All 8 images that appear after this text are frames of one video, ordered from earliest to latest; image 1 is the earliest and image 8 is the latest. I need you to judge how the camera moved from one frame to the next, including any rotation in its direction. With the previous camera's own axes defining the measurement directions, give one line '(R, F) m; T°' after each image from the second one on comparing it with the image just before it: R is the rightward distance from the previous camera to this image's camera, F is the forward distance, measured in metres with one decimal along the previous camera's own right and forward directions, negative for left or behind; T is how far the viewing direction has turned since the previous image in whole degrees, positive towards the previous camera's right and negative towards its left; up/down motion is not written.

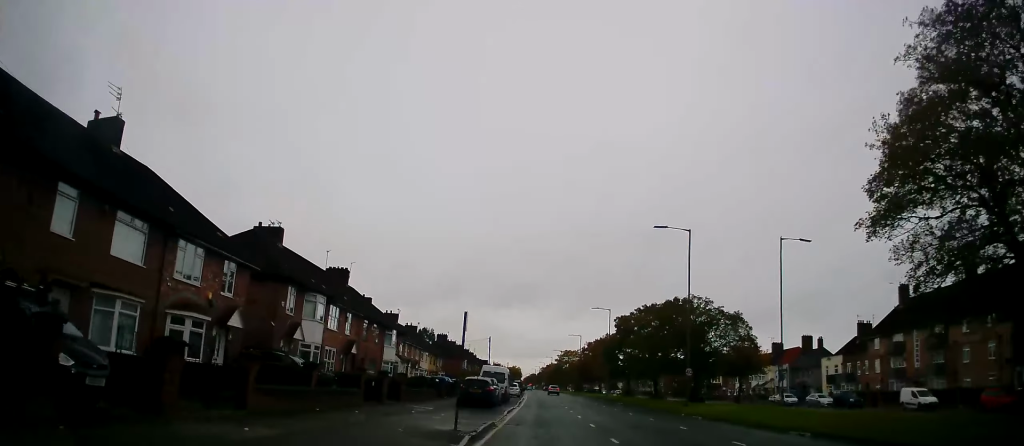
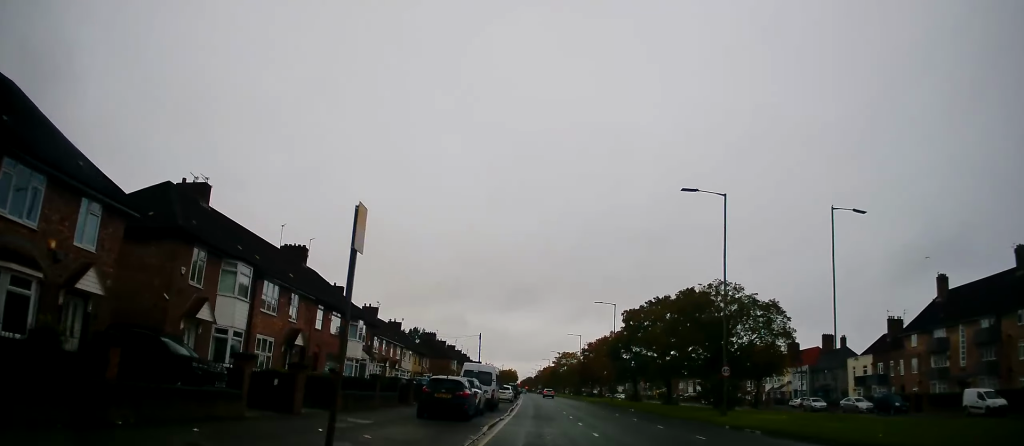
(-0.1, +8.7) m; -1°
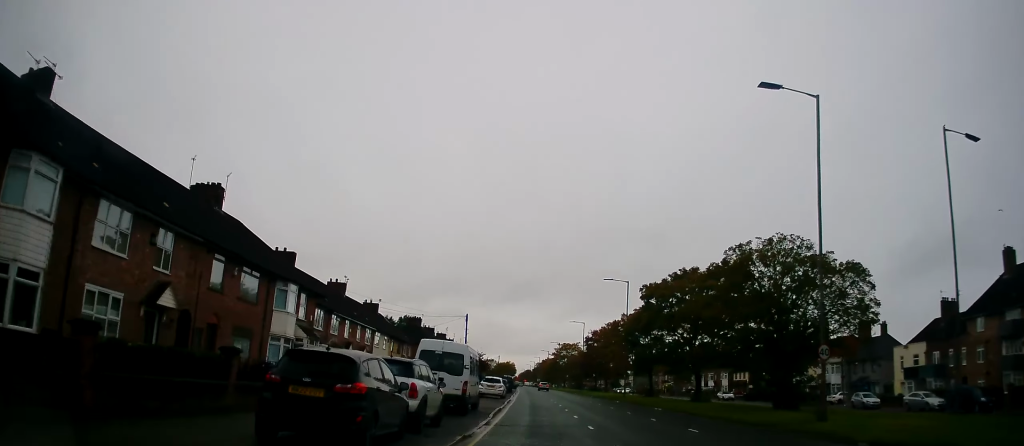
(-0.1, +11.7) m; -1°
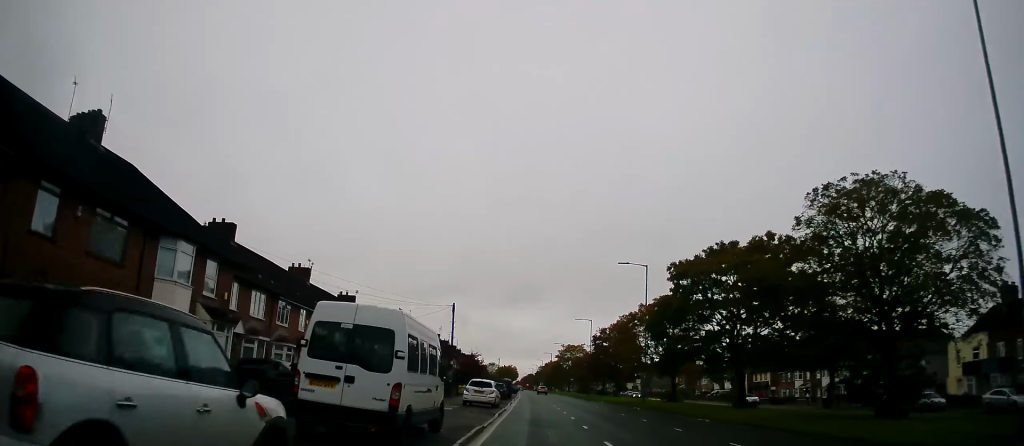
(-0.2, +10.0) m; 0°
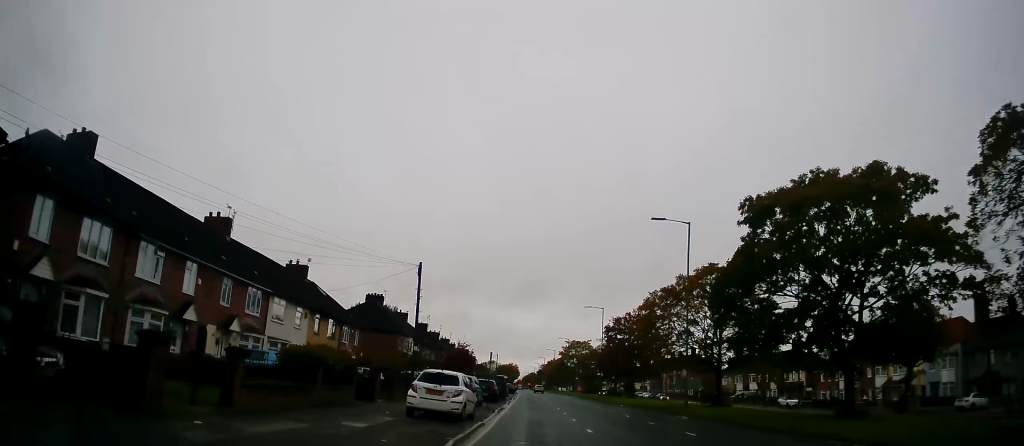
(+0.2, +13.9) m; 0°
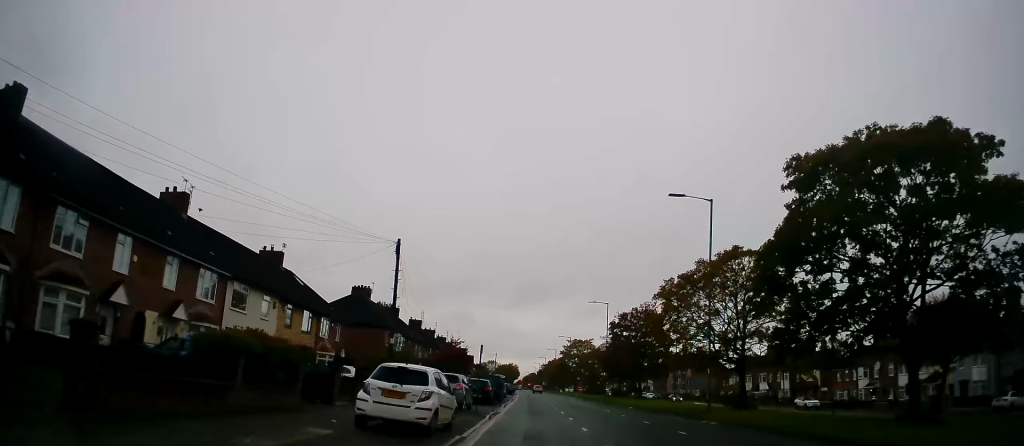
(-0.2, +5.1) m; 0°
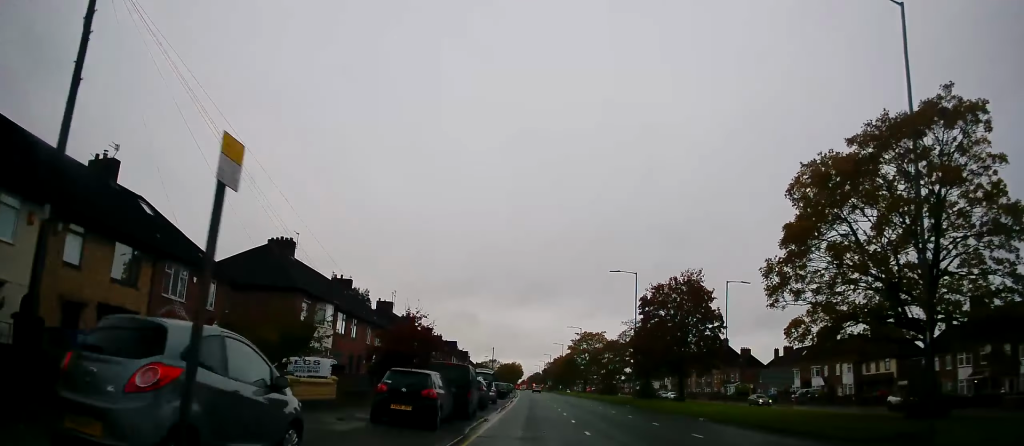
(+0.2, +19.8) m; -1°
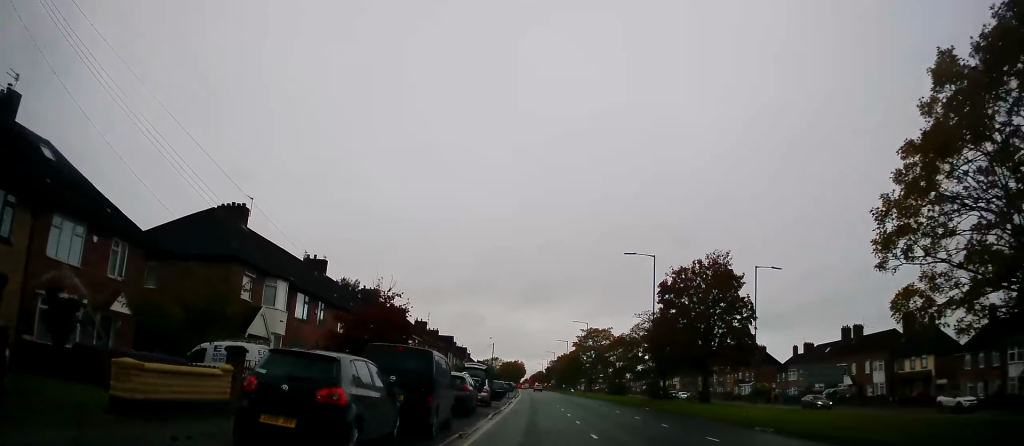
(-0.1, +7.5) m; 0°
